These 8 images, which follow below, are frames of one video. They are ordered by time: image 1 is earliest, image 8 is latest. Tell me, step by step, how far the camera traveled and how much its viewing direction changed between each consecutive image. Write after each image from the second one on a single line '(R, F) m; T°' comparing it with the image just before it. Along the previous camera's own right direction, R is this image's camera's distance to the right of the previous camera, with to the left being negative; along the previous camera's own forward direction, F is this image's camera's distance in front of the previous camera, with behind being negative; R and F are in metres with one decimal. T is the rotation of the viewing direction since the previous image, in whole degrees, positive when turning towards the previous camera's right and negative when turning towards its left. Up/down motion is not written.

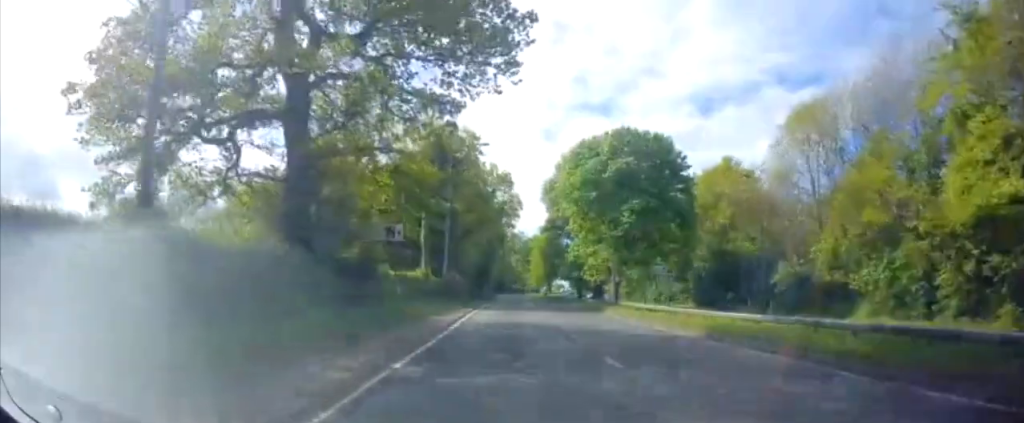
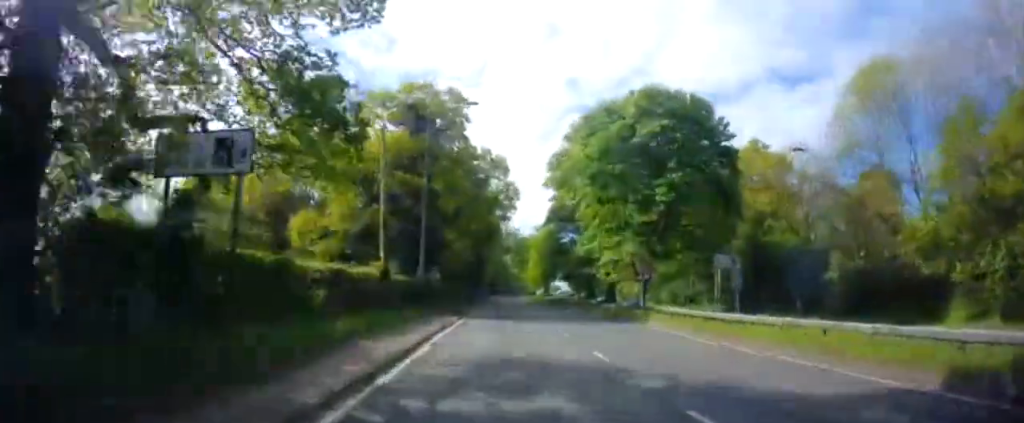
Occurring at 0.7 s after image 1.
(+0.2, +10.4) m; +1°
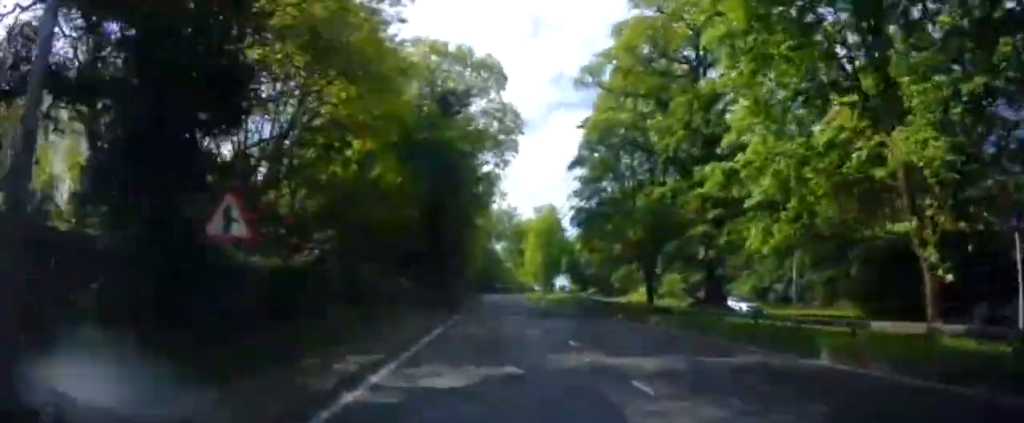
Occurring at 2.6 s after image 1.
(0.0, +27.4) m; +1°
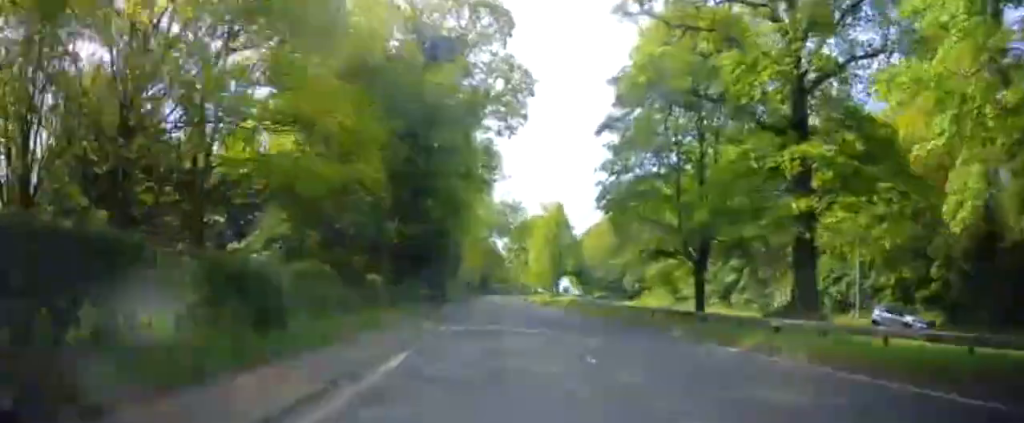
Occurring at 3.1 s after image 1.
(+0.1, +8.3) m; 0°
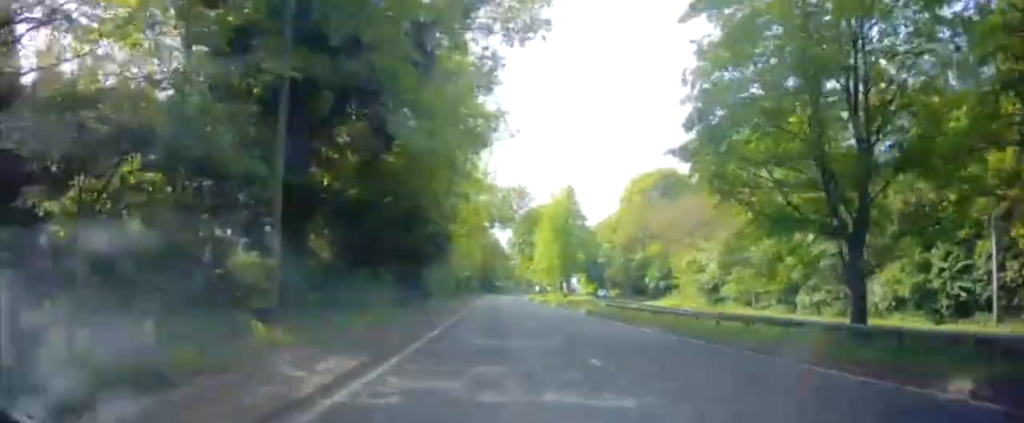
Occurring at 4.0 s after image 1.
(+0.1, +12.3) m; +1°
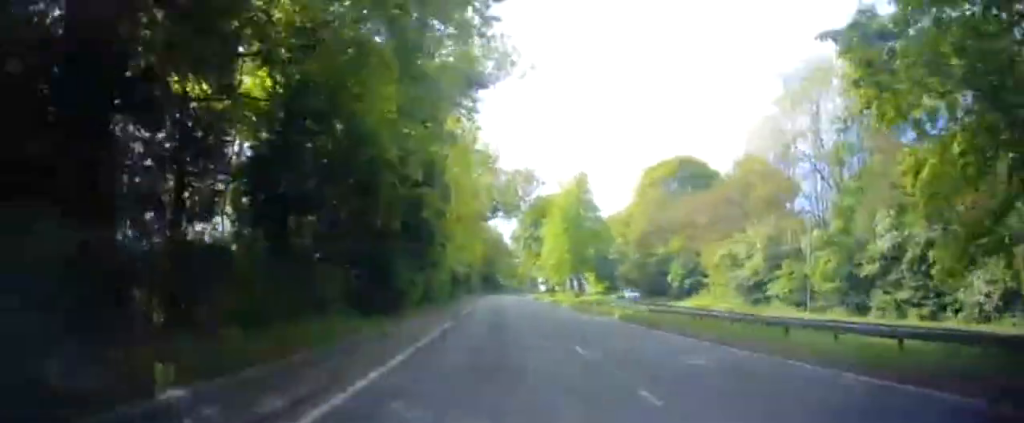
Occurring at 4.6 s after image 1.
(0.0, +9.4) m; +1°
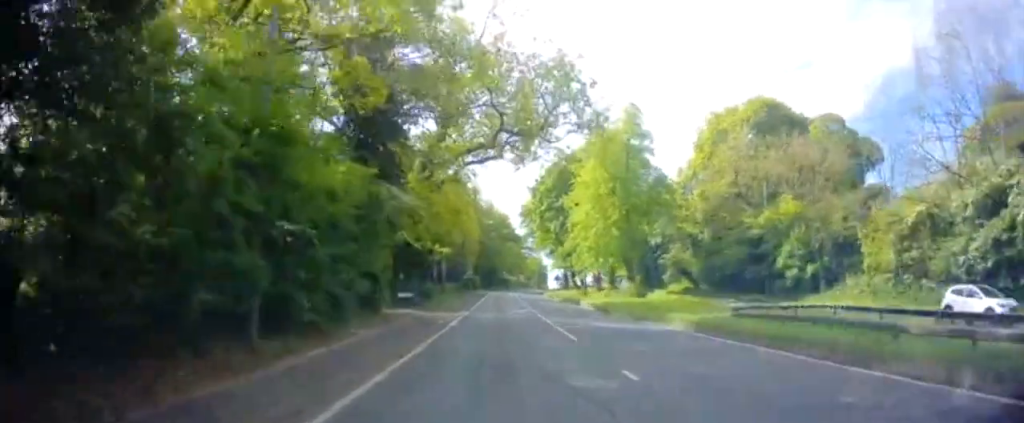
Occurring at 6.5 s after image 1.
(-0.3, +28.4) m; -4°
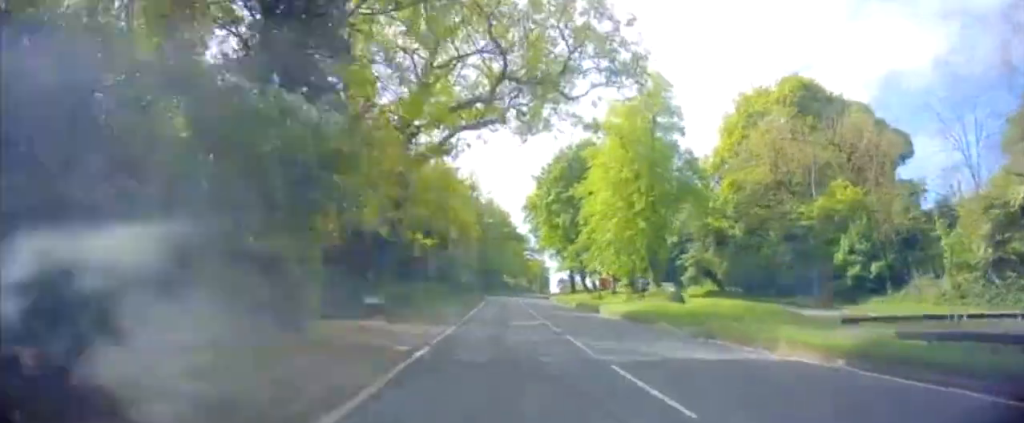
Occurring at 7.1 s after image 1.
(-0.2, +8.5) m; -1°
